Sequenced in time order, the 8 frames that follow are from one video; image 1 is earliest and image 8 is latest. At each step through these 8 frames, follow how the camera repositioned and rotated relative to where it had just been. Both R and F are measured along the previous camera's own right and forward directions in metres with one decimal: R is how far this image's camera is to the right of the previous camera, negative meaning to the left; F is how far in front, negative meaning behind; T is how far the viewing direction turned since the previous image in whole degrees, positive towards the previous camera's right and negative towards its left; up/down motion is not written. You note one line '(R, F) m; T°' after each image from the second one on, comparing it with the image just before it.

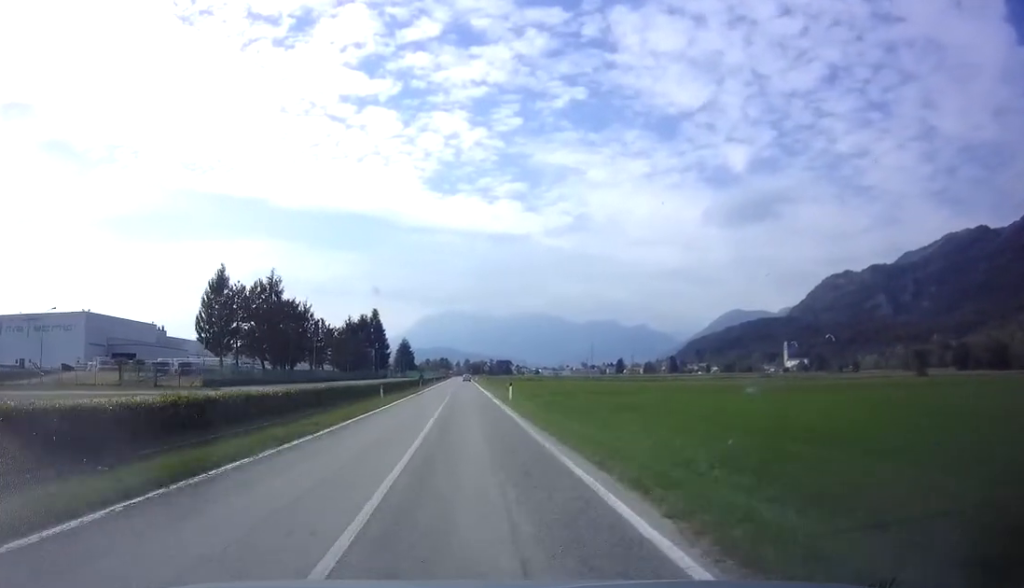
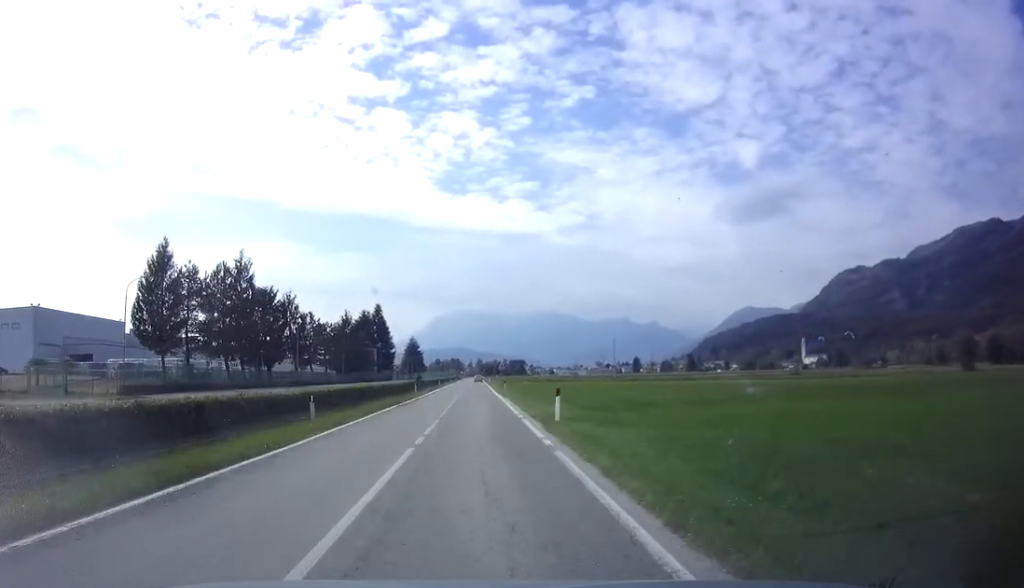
(-0.4, +17.6) m; -1°
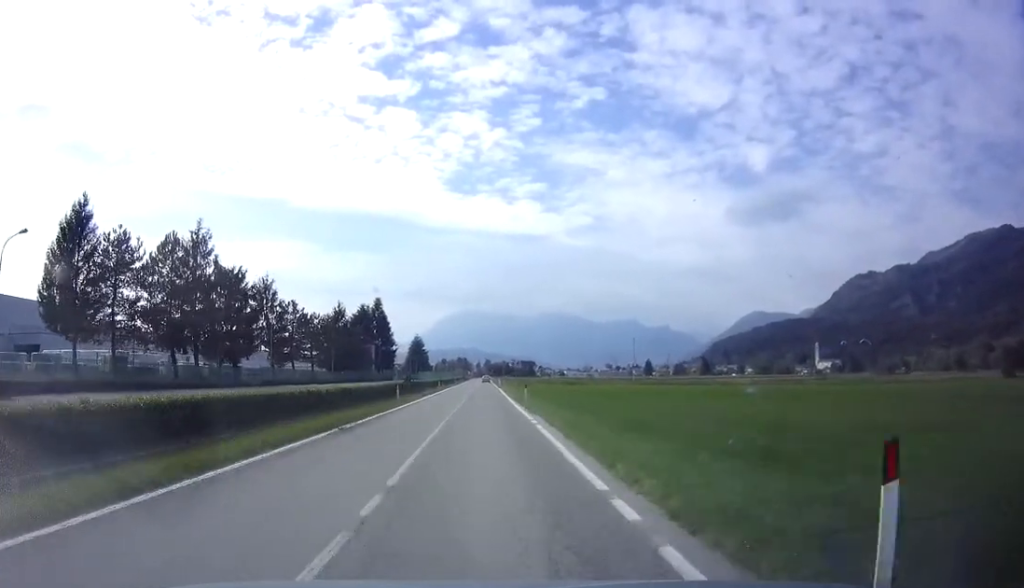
(0.0, +15.0) m; 0°
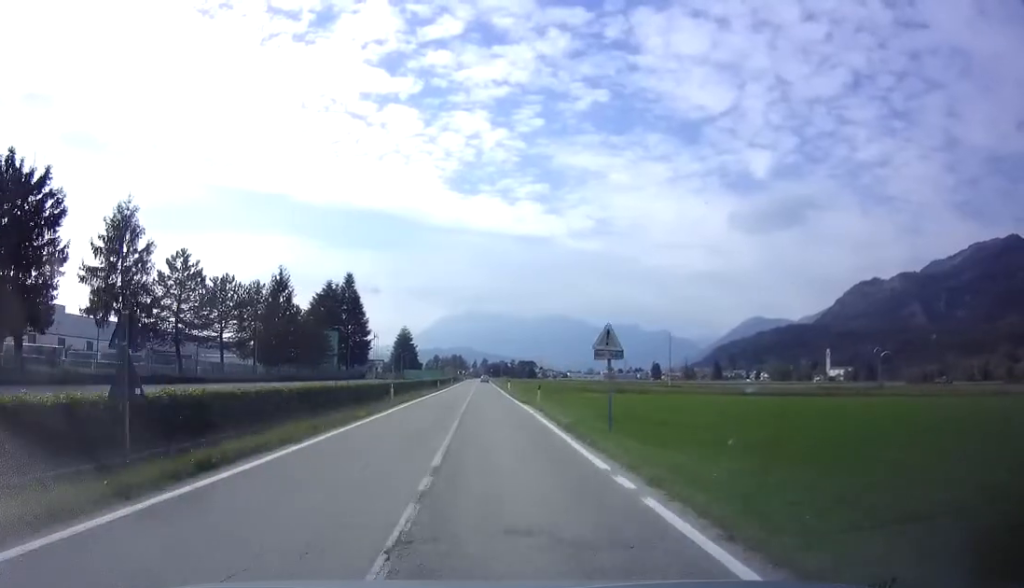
(+0.6, +36.5) m; +1°
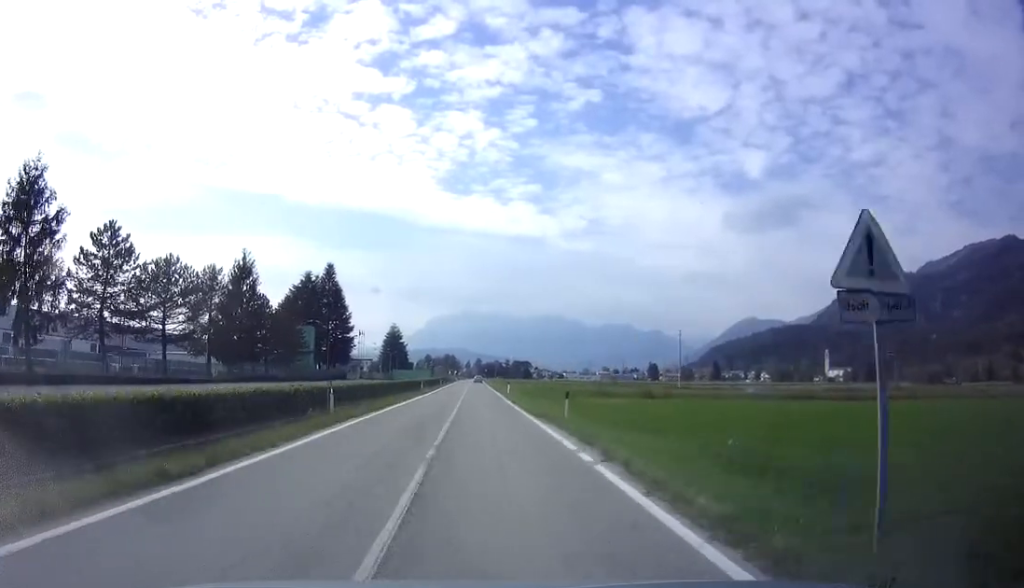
(0.0, +12.4) m; 0°
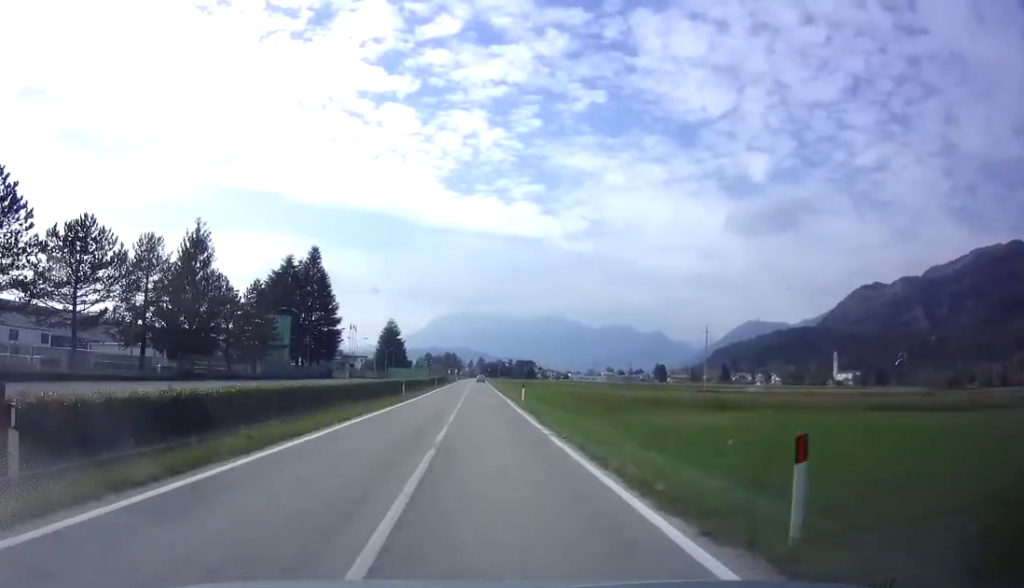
(-0.2, +14.3) m; 0°
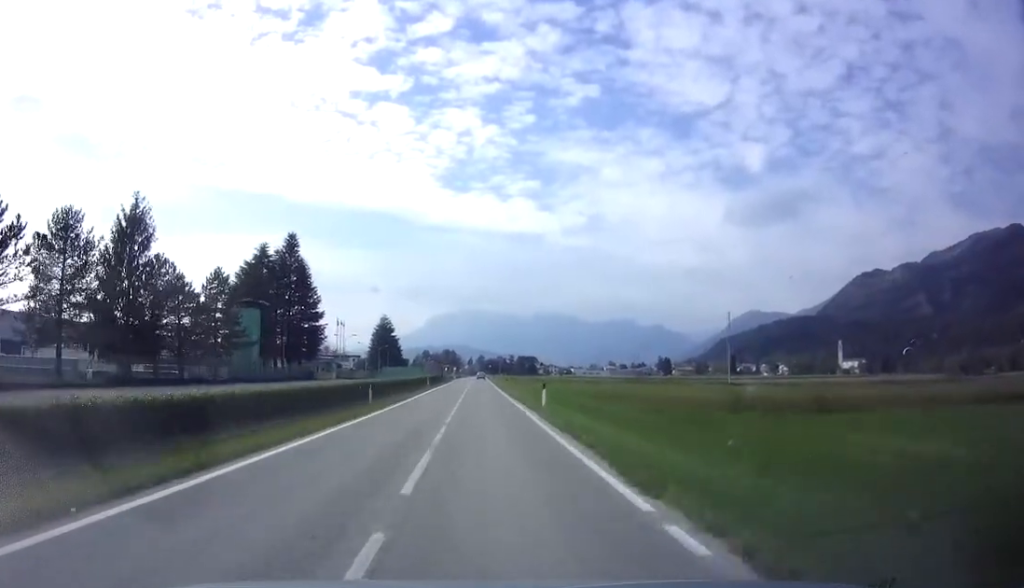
(+0.2, +11.7) m; 0°
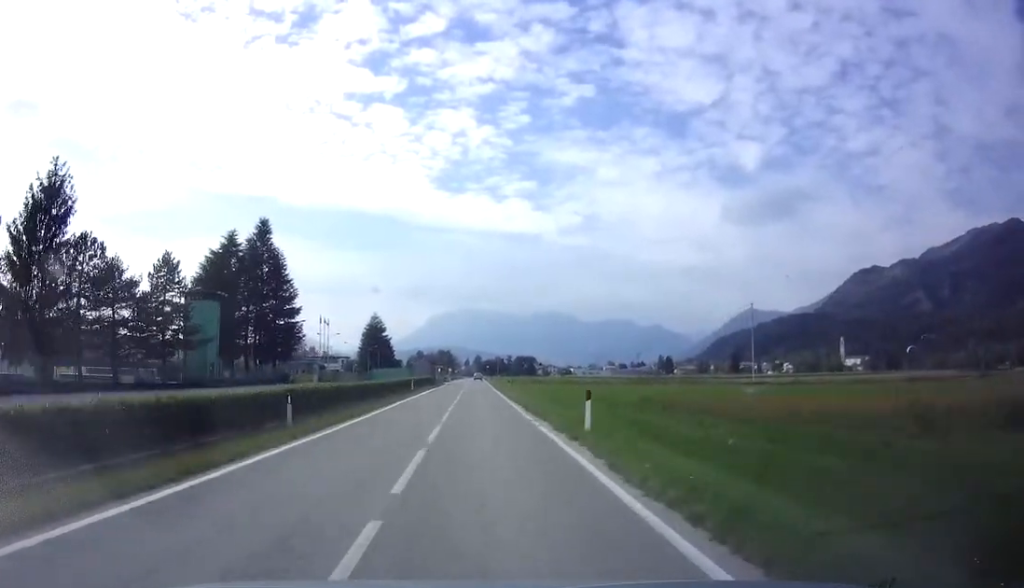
(0.0, +11.1) m; 0°
